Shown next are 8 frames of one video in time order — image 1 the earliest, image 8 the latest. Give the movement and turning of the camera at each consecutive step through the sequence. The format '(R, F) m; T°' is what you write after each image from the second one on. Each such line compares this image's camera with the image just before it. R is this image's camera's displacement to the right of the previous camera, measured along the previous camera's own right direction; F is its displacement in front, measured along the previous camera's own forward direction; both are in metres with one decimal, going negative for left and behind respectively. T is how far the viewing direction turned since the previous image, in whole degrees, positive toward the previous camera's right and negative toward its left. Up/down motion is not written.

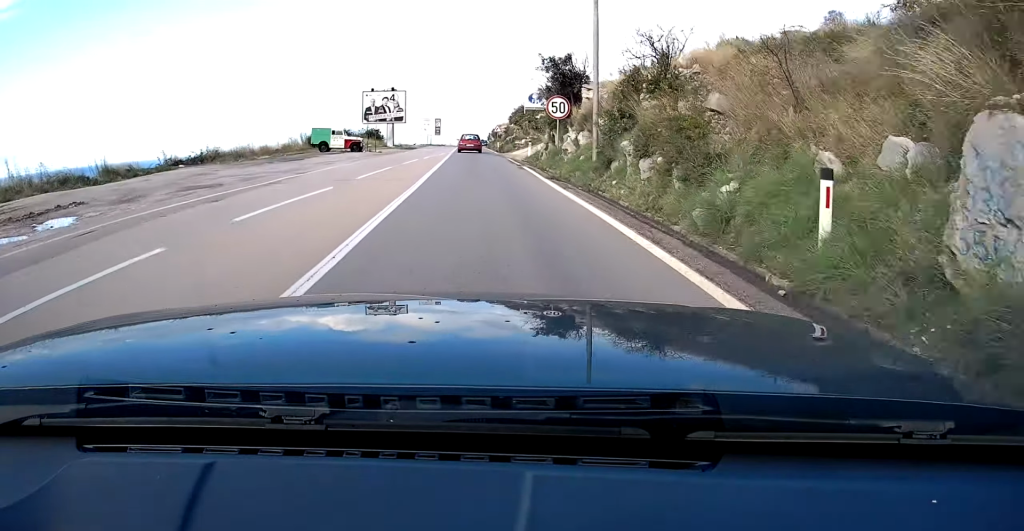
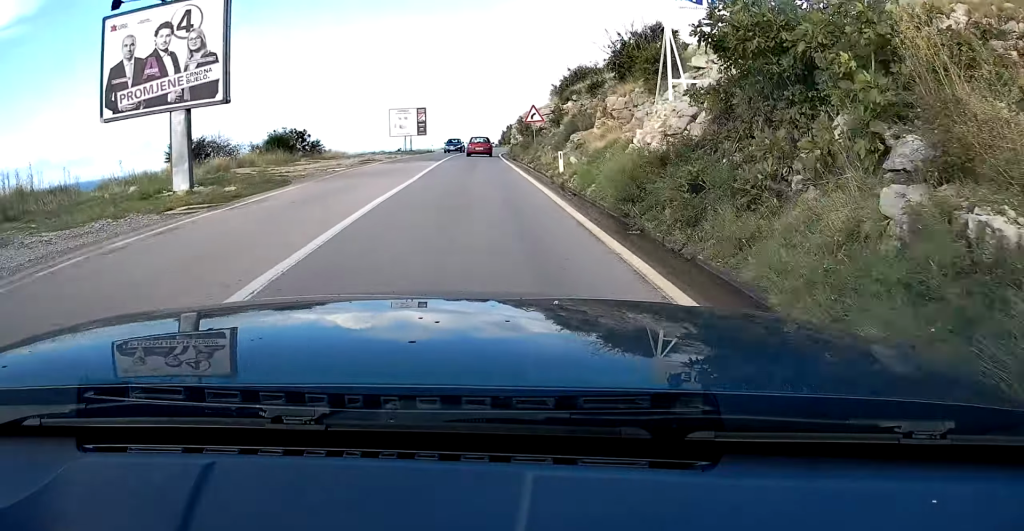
(-0.5, +48.0) m; -1°
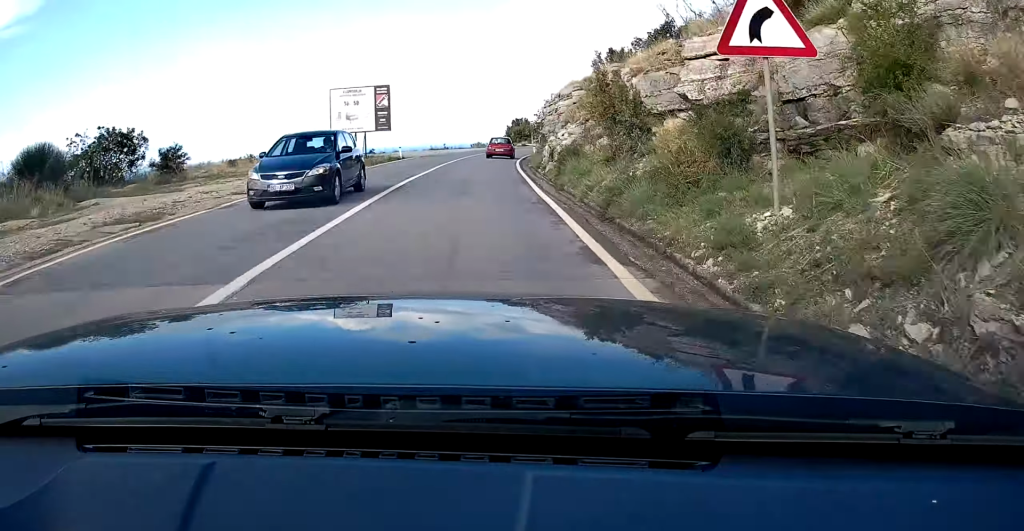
(-0.2, +28.8) m; +1°
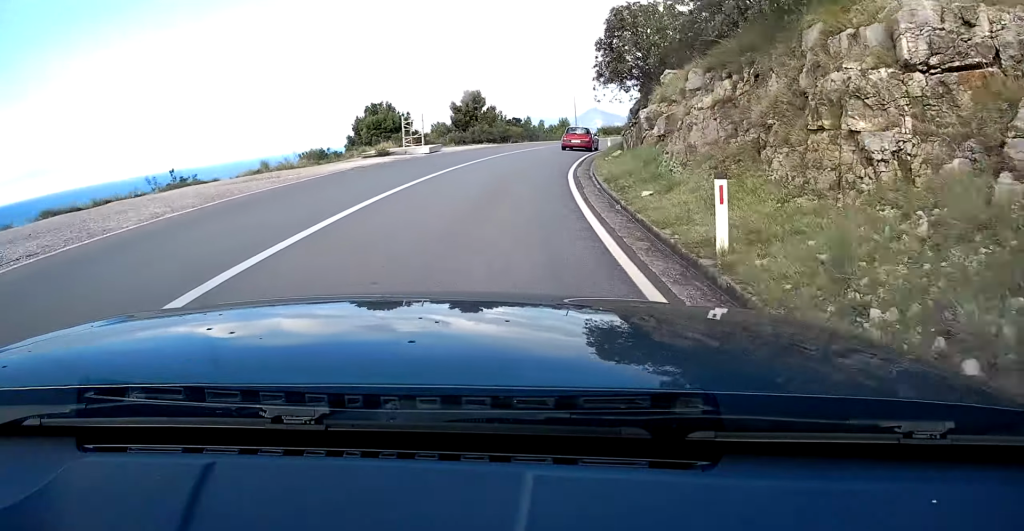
(+4.8, +65.3) m; +13°
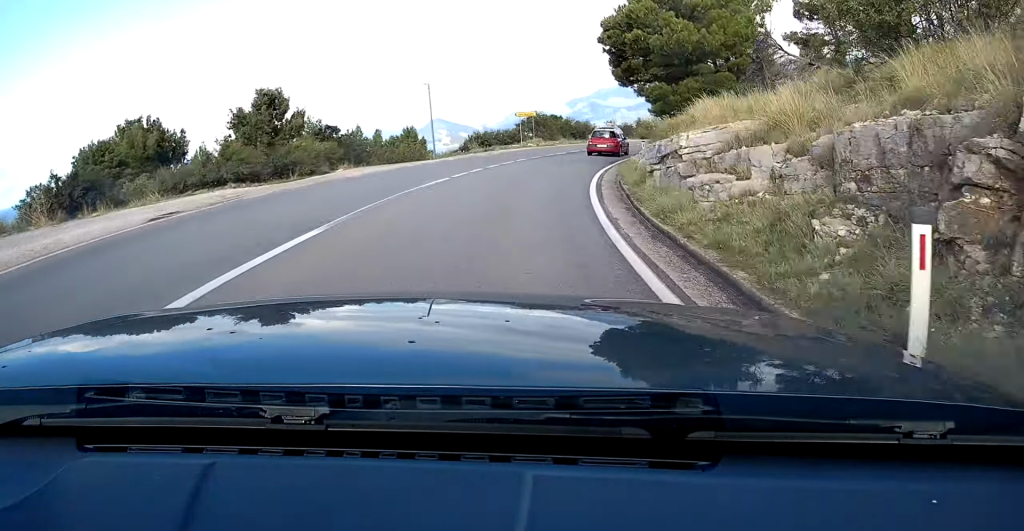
(+2.8, +32.2) m; +14°
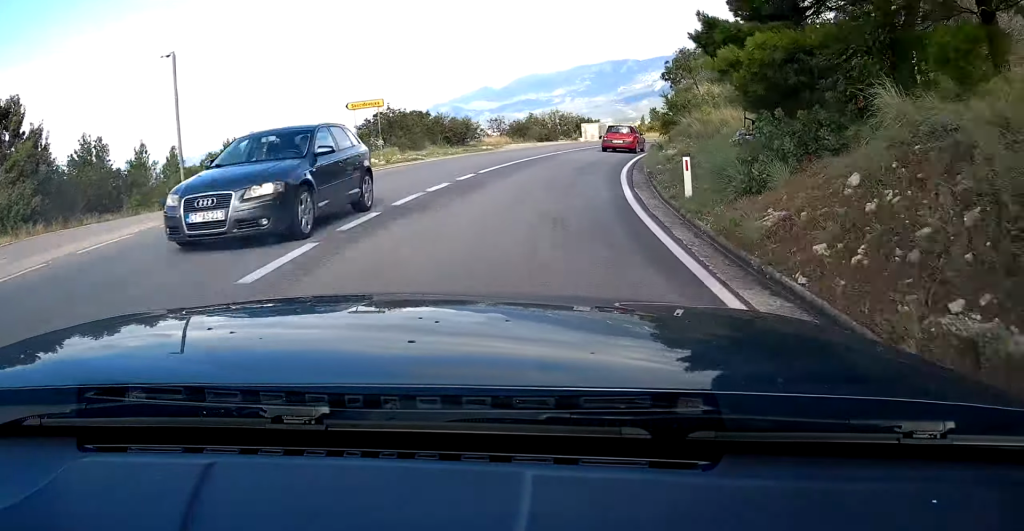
(+1.4, +21.9) m; +12°
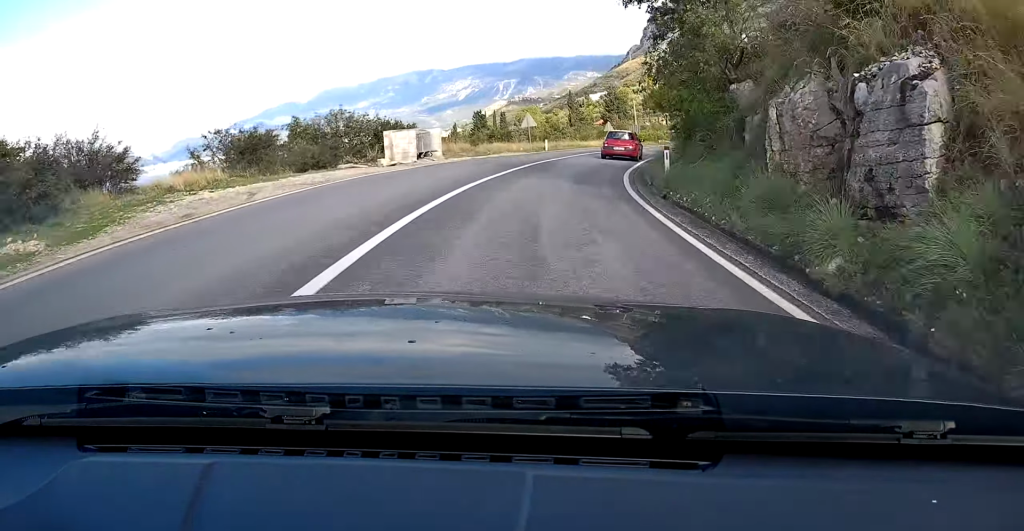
(+4.6, +27.0) m; +15°
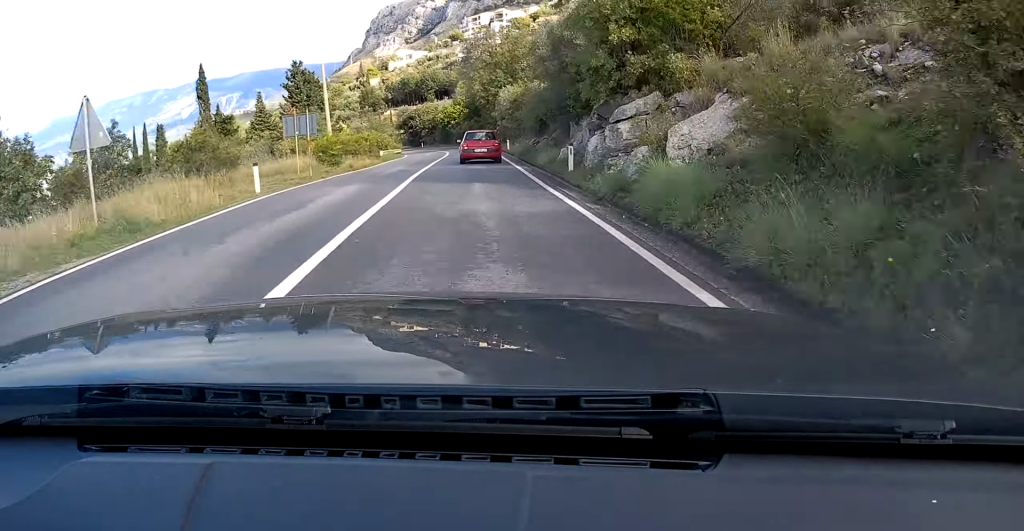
(+12.9, +55.3) m; +21°
